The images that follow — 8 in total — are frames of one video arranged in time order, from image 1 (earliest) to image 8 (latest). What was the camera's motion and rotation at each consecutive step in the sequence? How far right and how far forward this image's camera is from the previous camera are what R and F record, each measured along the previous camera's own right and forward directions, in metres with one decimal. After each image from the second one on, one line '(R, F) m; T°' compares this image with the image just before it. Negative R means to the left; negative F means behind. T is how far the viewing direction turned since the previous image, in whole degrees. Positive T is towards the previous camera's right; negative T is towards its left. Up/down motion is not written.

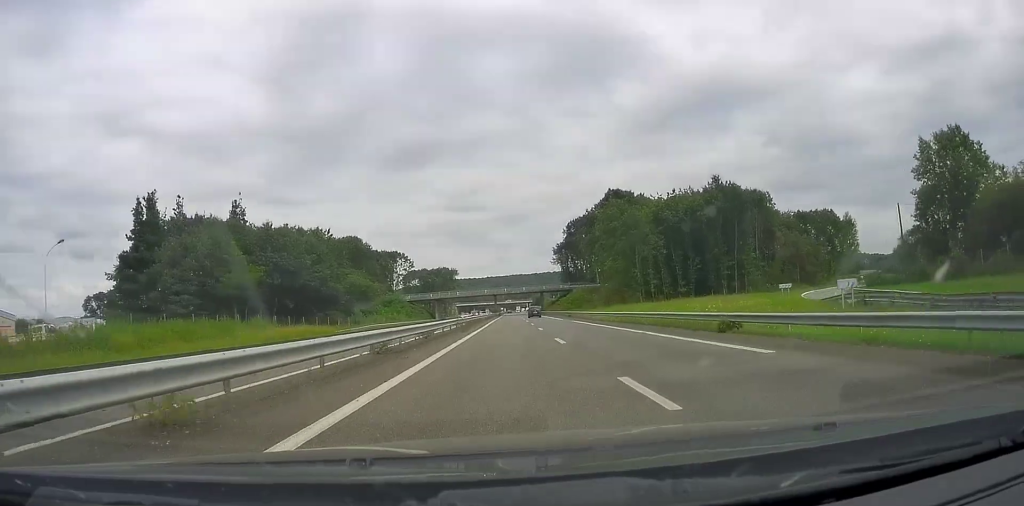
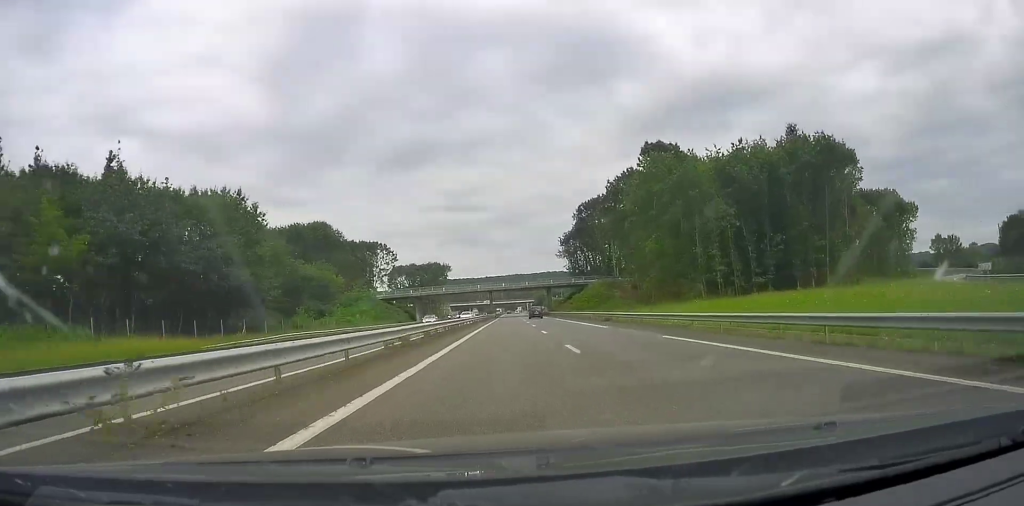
(+0.2, +30.0) m; 0°
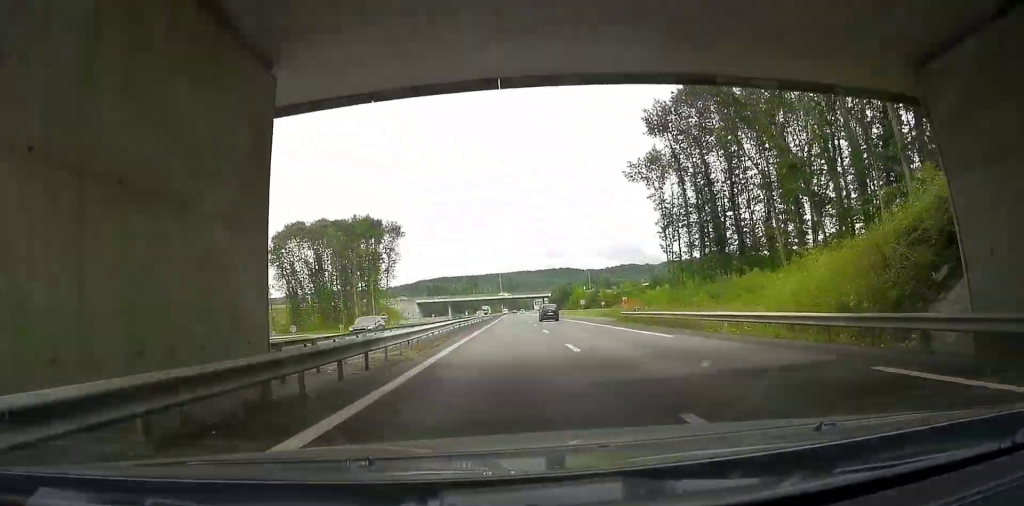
(+0.5, +115.7) m; 0°
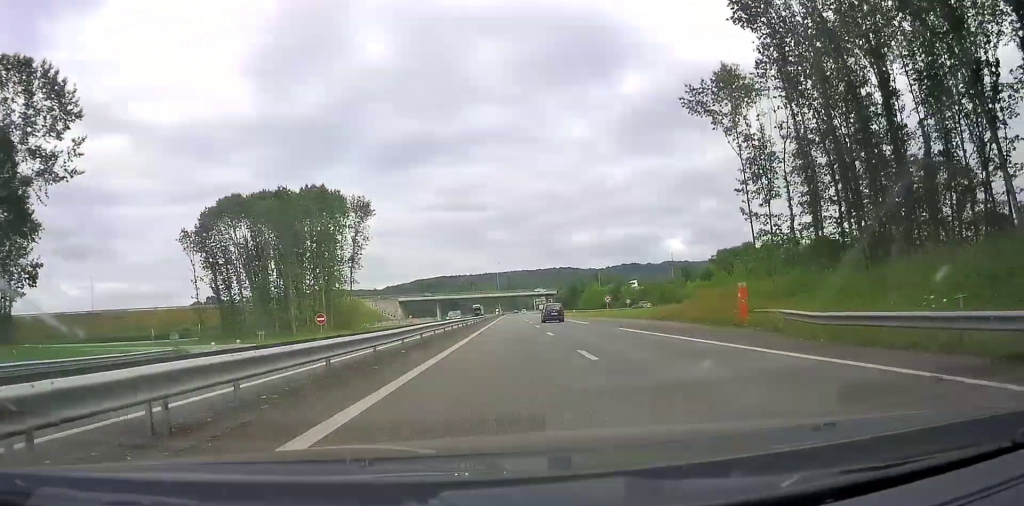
(-0.1, +29.0) m; -1°
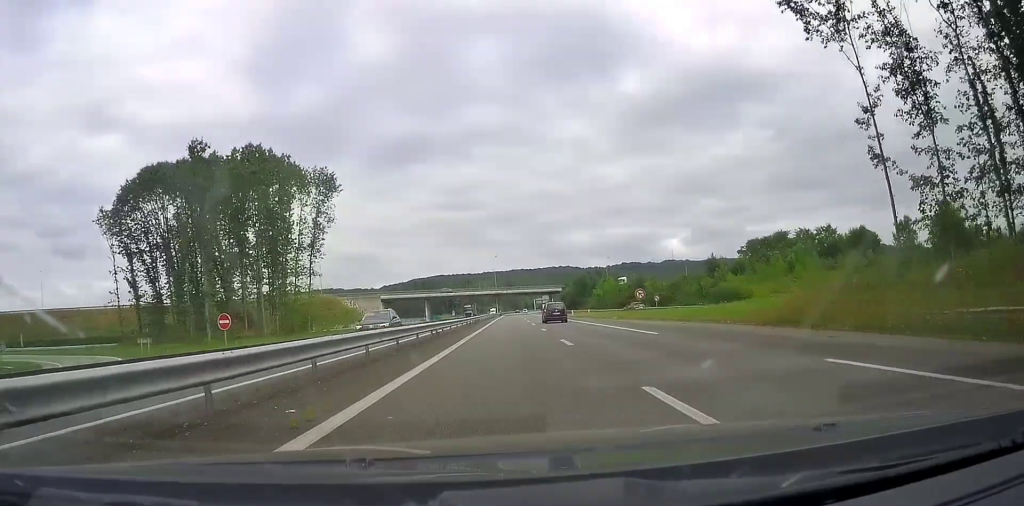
(-0.3, +20.8) m; 0°
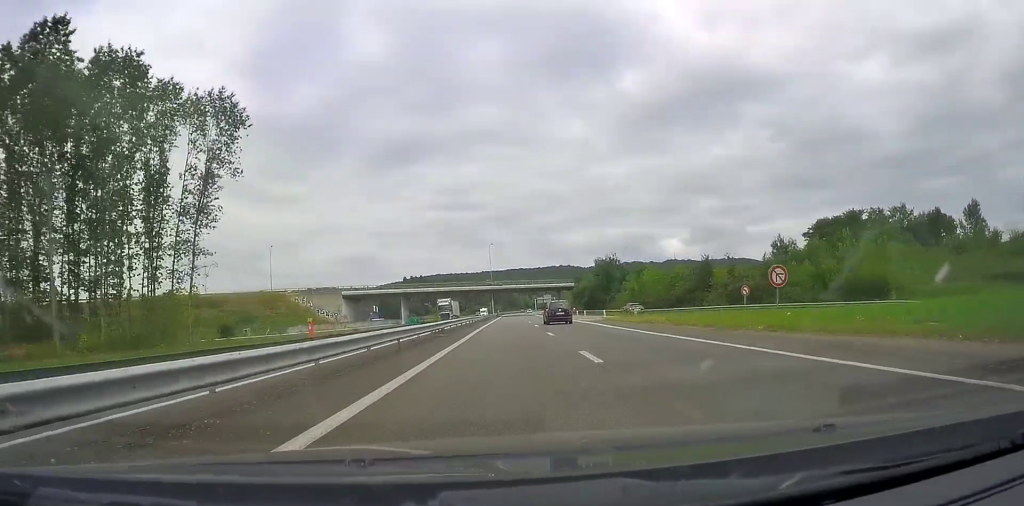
(-0.1, +32.2) m; 0°
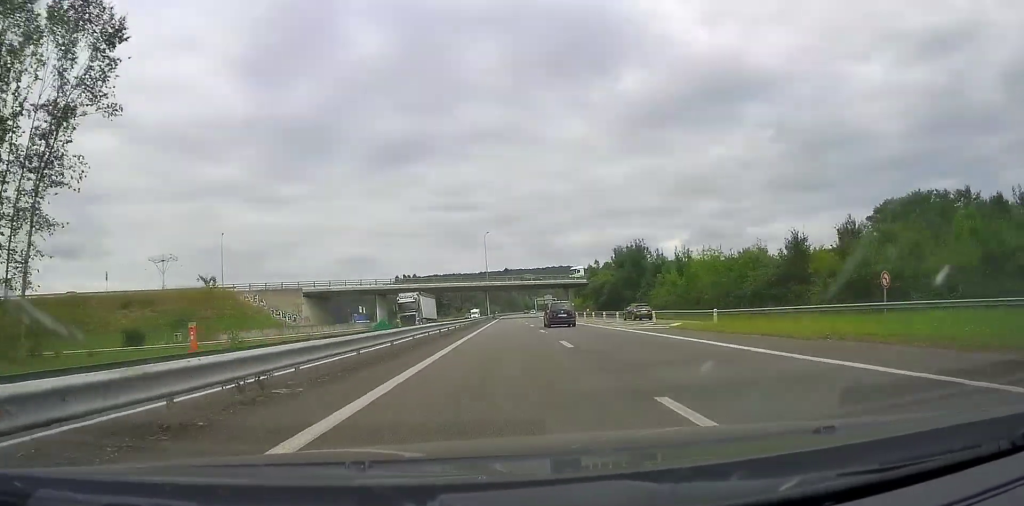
(0.0, +21.4) m; 0°
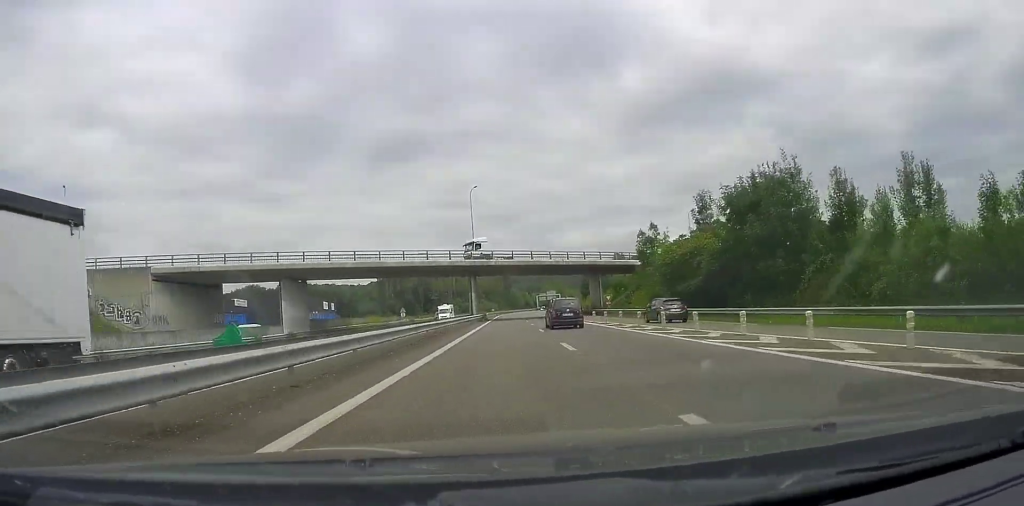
(+0.1, +41.7) m; +1°
